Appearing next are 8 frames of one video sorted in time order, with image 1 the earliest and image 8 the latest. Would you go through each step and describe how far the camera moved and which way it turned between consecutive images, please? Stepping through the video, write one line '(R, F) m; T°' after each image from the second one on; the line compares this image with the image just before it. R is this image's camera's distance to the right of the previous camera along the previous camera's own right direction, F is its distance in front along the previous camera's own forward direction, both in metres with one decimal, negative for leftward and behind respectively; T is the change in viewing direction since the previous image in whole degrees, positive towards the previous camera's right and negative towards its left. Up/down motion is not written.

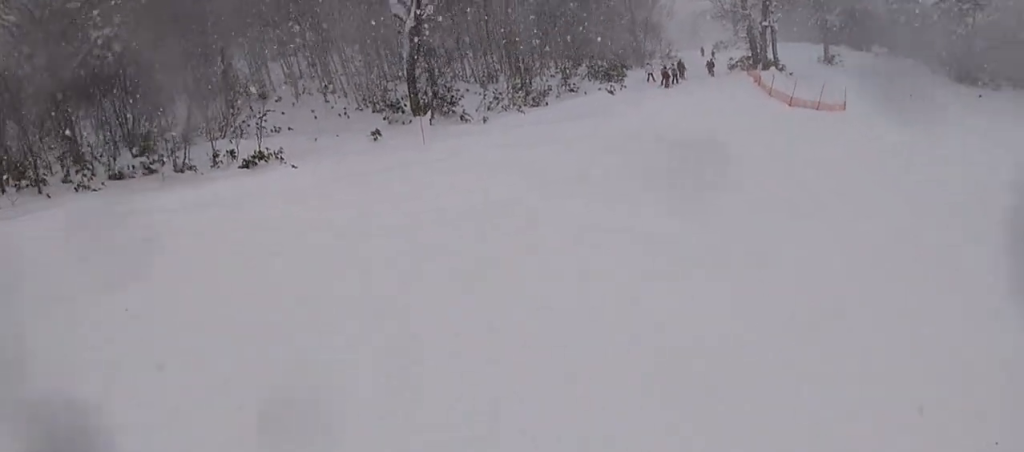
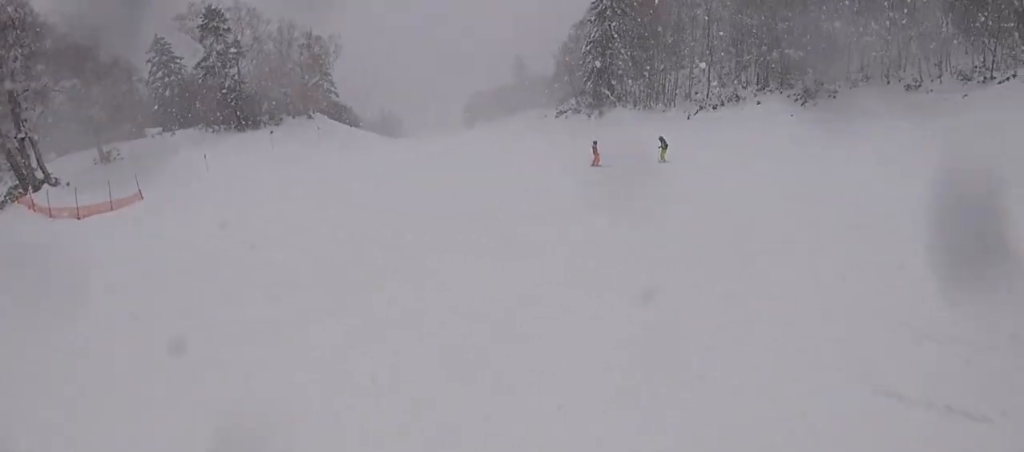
(+3.1, +5.1) m; +80°
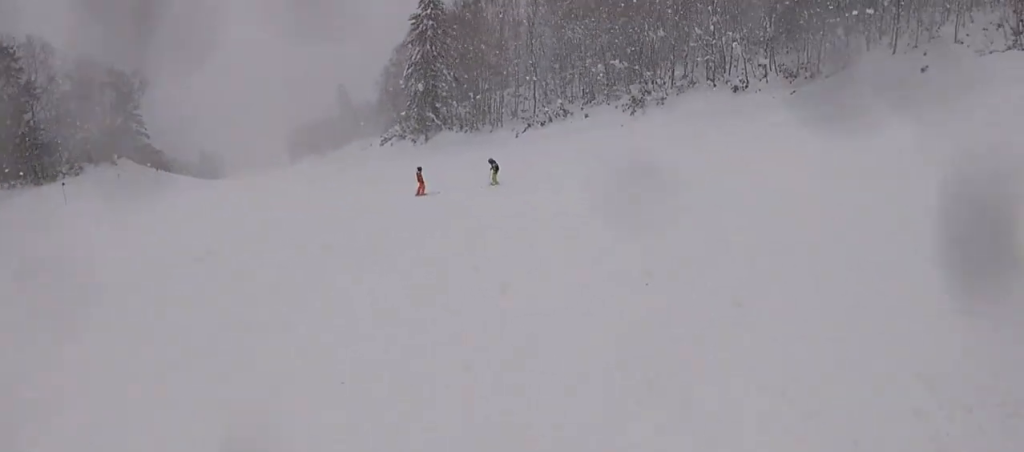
(+0.6, +2.7) m; +14°
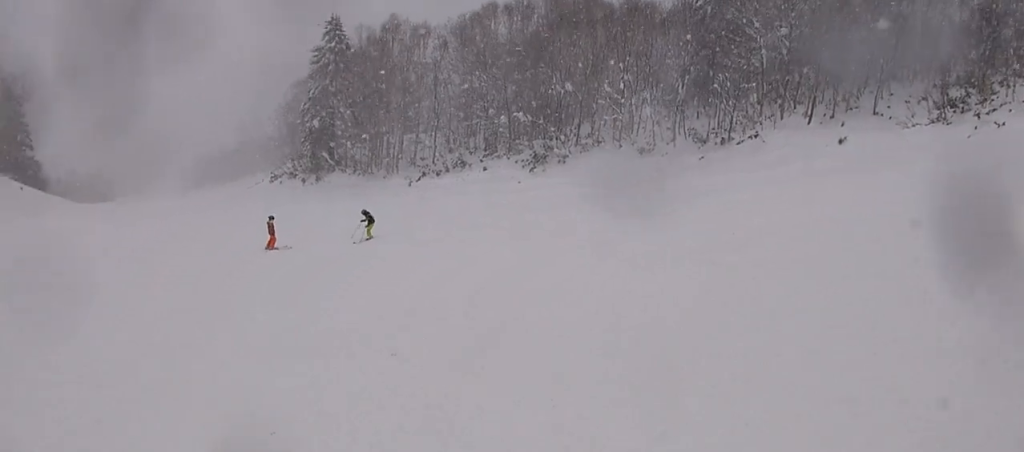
(+0.3, +4.0) m; -5°
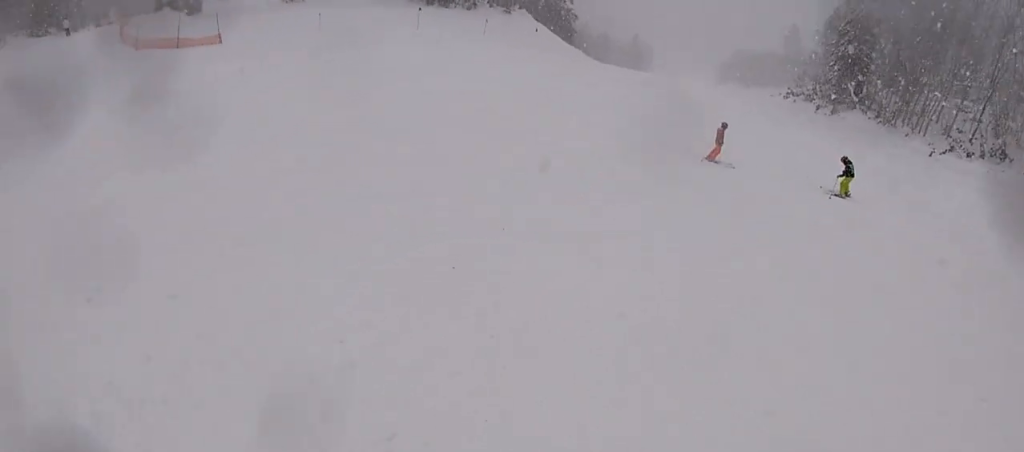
(-1.3, +4.5) m; -37°
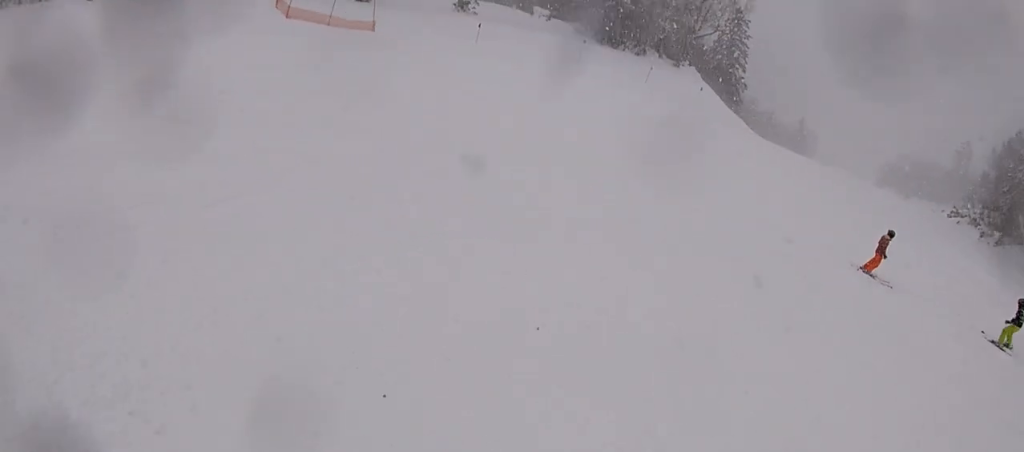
(-0.3, +2.3) m; -14°
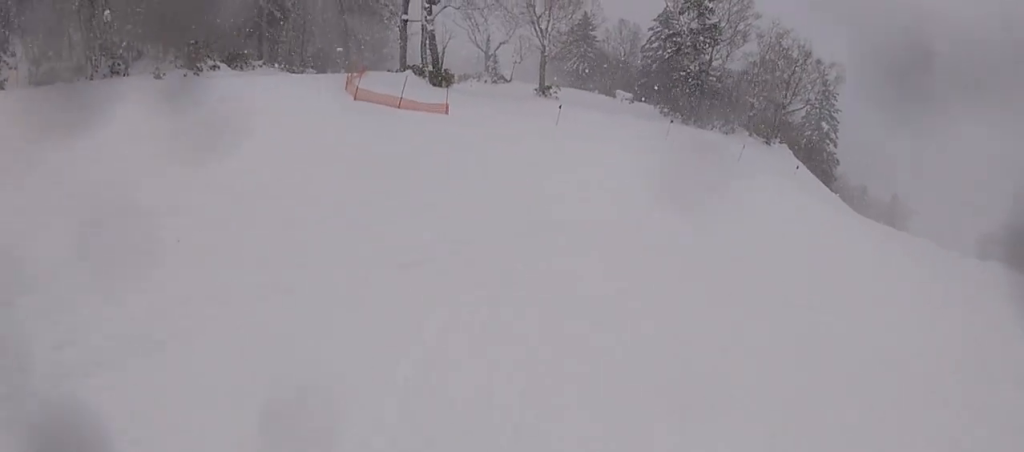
(-0.2, +2.8) m; -15°
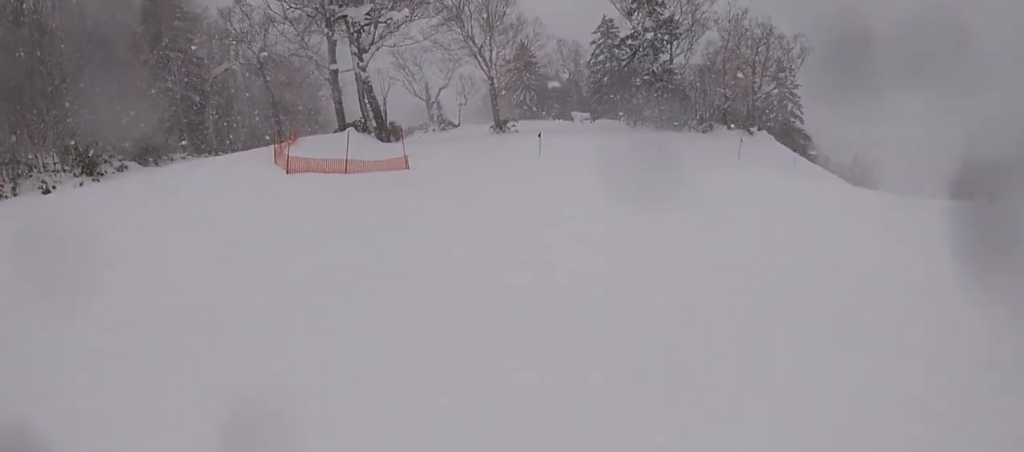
(-1.7, +5.8) m; -7°
